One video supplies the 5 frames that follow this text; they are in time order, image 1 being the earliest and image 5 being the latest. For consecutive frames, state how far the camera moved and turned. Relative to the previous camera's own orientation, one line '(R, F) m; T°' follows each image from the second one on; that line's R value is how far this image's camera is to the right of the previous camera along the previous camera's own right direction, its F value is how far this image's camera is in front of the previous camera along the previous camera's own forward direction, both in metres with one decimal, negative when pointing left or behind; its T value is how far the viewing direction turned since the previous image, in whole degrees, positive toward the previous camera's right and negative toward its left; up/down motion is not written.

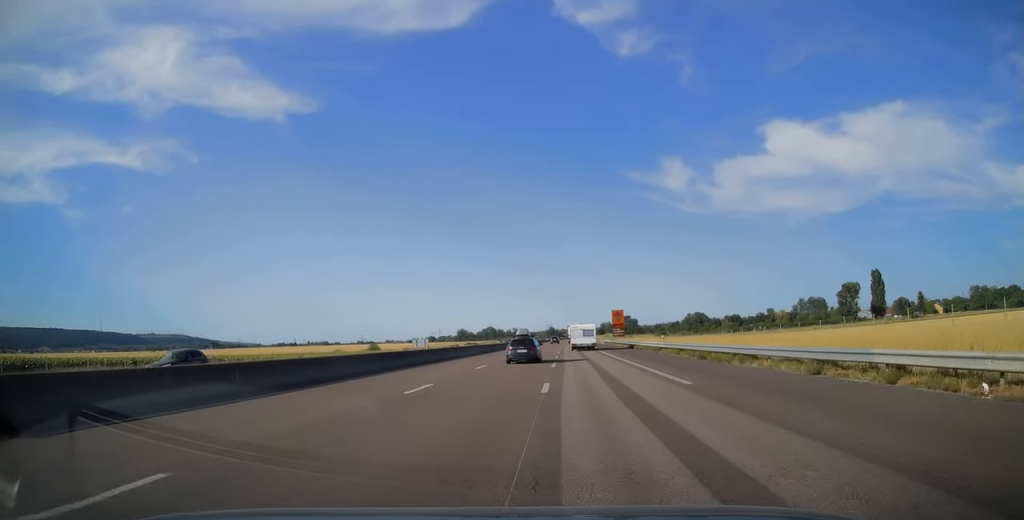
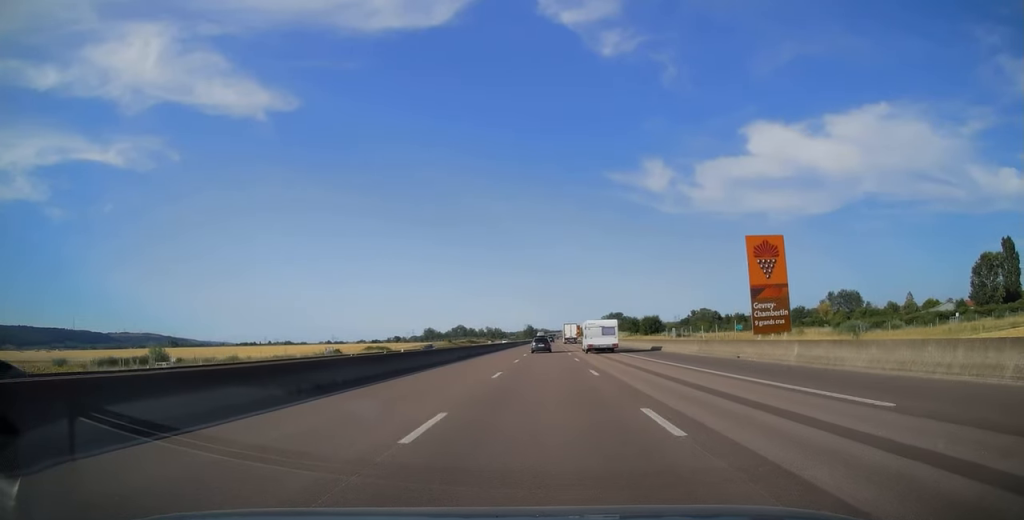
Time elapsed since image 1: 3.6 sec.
(+1.0, +110.7) m; +1°
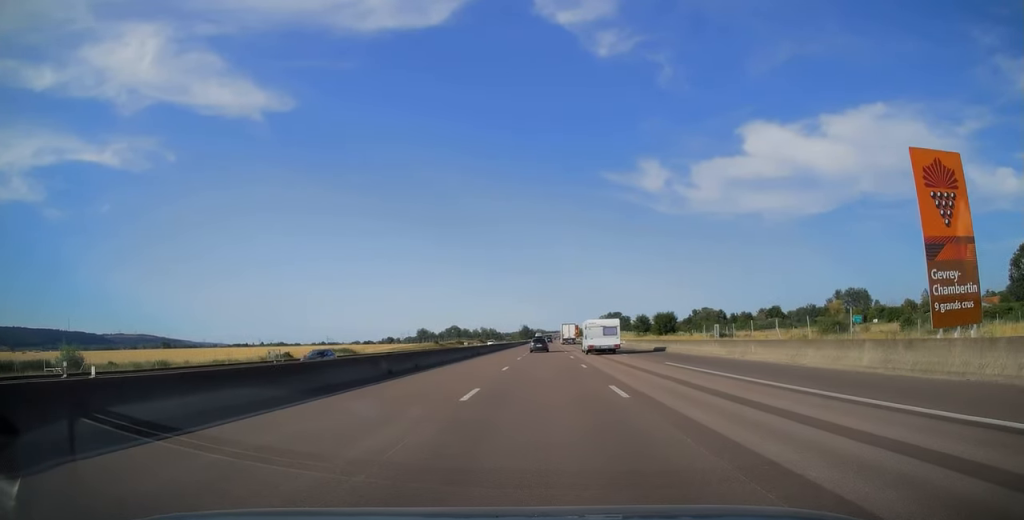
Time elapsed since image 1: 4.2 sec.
(0.0, +20.6) m; 0°
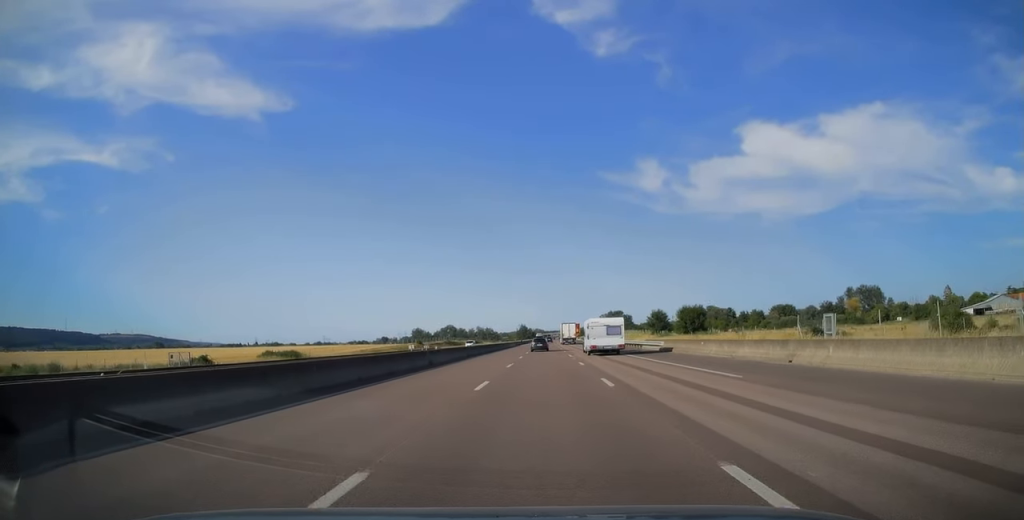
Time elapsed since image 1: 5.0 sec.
(0.0, +23.2) m; 0°
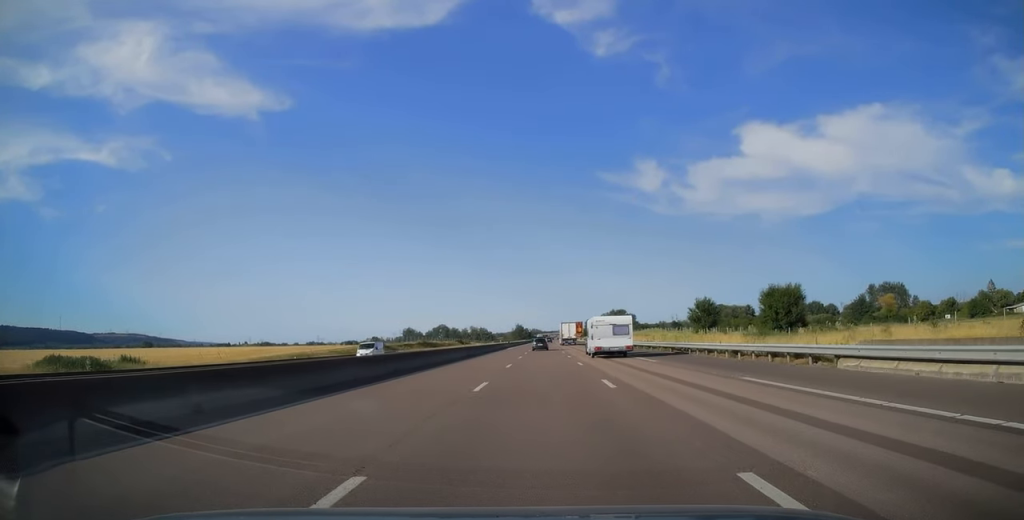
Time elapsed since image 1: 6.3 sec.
(+0.3, +39.1) m; +1°
